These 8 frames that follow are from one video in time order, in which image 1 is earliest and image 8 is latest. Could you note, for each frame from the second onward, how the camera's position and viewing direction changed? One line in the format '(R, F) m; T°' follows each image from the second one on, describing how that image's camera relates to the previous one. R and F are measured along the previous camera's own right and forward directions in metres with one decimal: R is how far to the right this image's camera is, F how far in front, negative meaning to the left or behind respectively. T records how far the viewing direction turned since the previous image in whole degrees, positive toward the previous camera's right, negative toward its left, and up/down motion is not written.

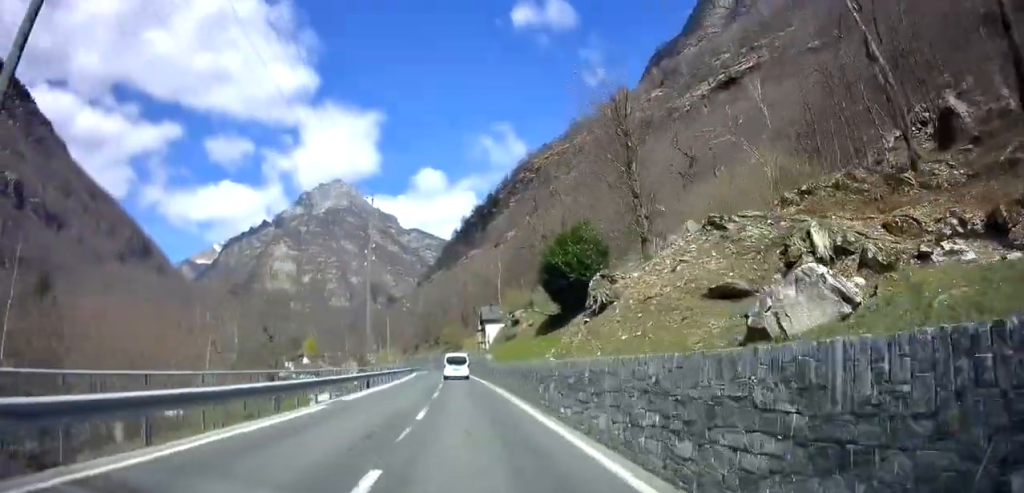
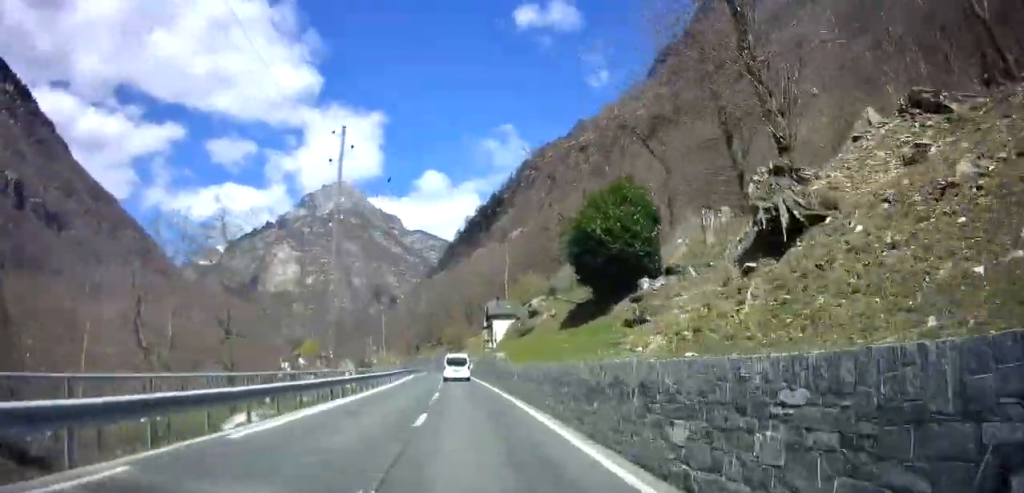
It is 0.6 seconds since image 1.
(+0.1, +10.2) m; -1°
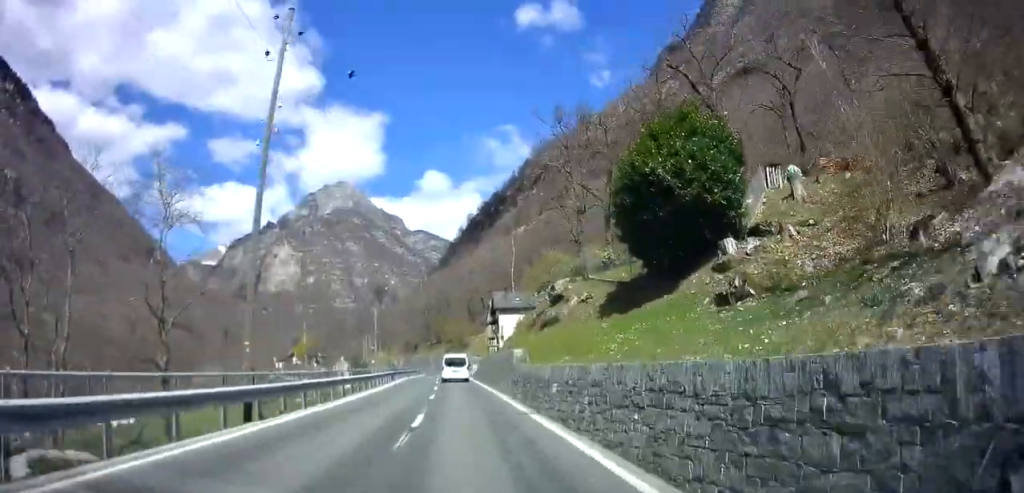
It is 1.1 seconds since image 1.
(-0.1, +9.0) m; -1°
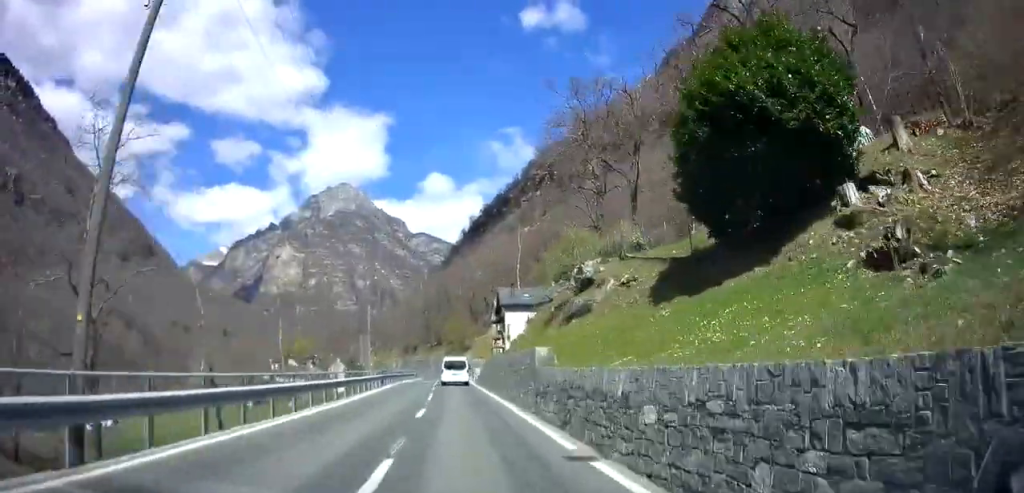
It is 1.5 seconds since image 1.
(-0.1, +6.7) m; -1°
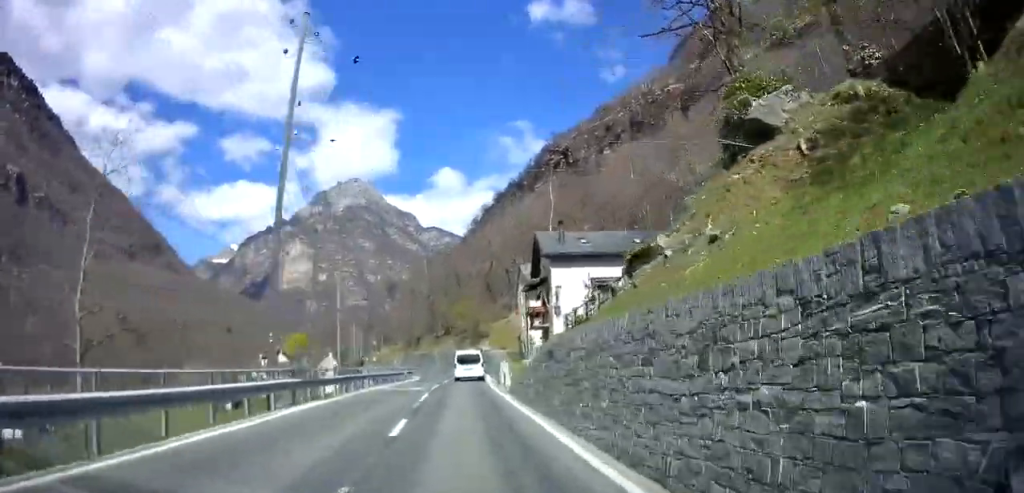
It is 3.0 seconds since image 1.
(0.0, +24.0) m; 0°
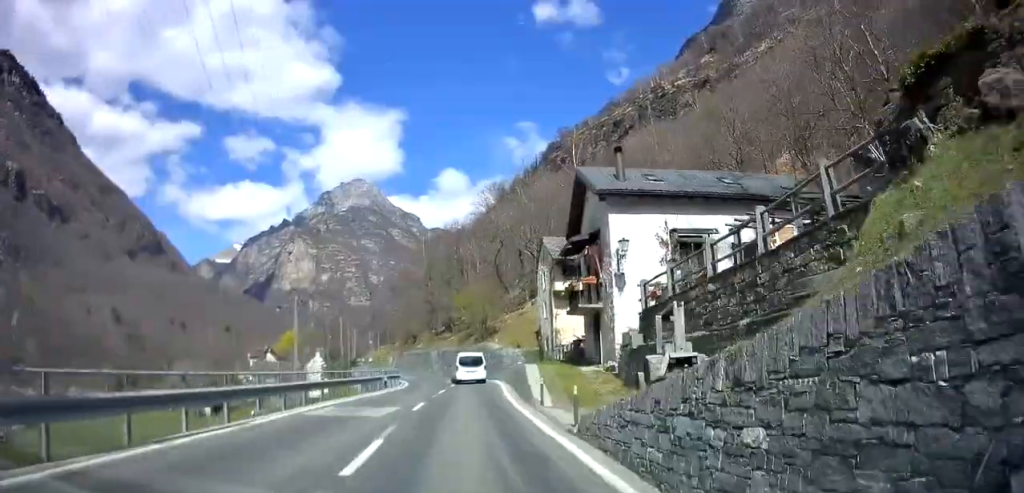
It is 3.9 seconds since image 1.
(+0.1, +13.2) m; 0°
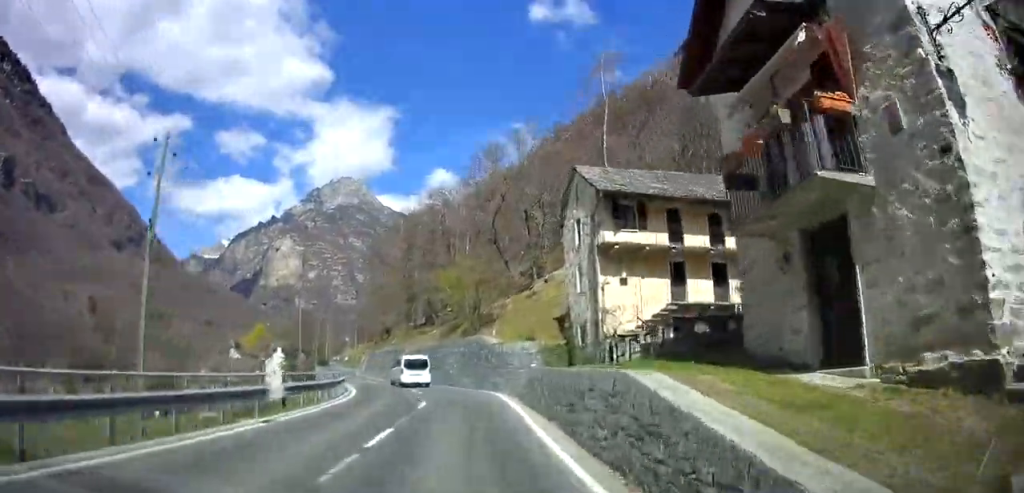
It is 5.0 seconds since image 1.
(-0.1, +16.5) m; 0°
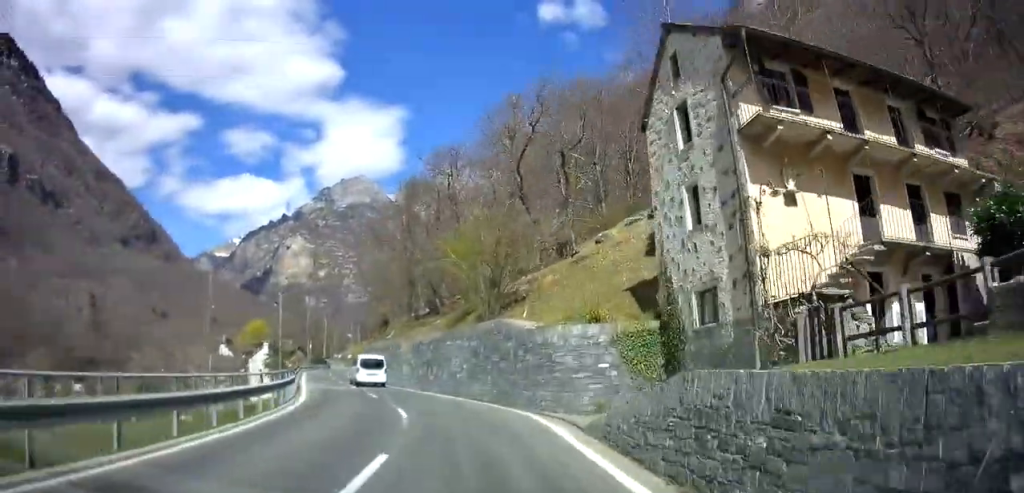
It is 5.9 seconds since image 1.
(+0.1, +12.2) m; -1°
